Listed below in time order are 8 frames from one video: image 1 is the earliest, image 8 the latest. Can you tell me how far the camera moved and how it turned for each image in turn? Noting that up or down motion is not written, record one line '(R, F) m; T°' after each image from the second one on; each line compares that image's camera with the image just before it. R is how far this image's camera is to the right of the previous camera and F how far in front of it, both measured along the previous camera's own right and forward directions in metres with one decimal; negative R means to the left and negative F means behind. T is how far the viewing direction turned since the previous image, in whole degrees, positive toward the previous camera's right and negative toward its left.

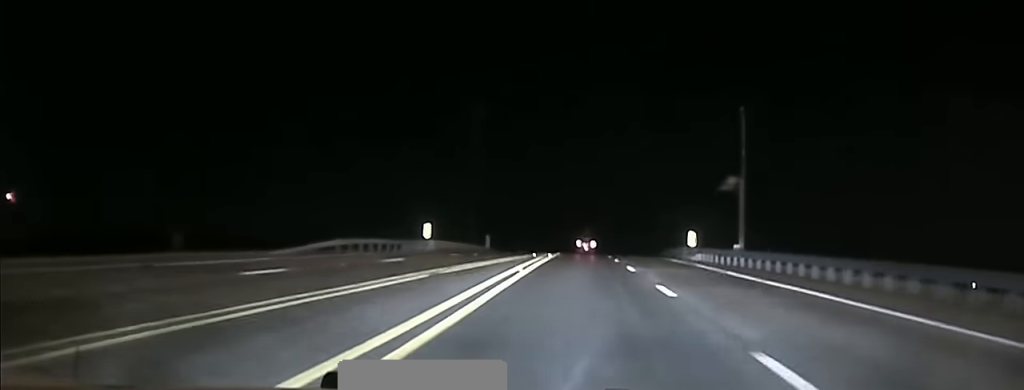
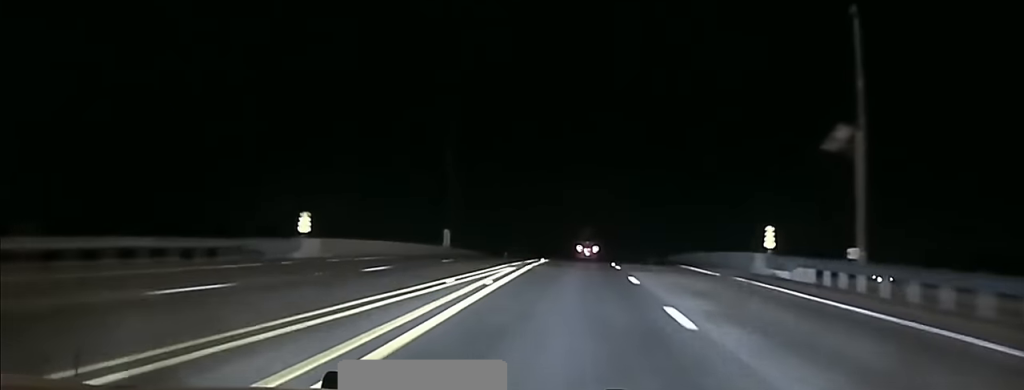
(-0.3, +30.4) m; 0°
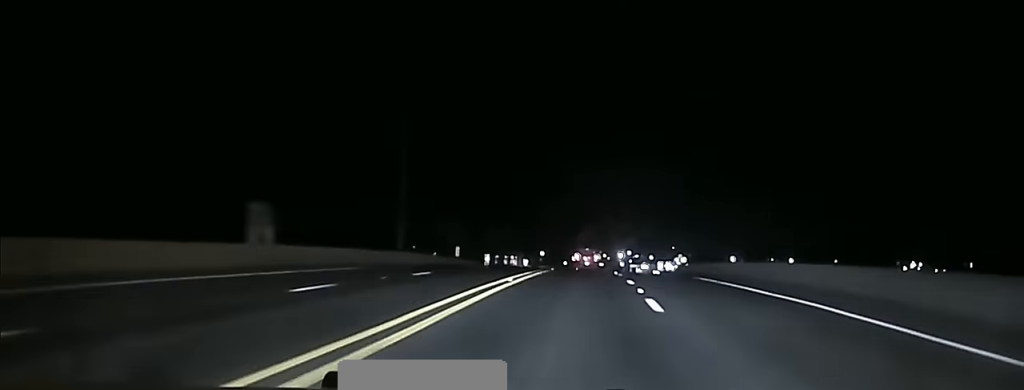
(+0.7, +43.8) m; +1°
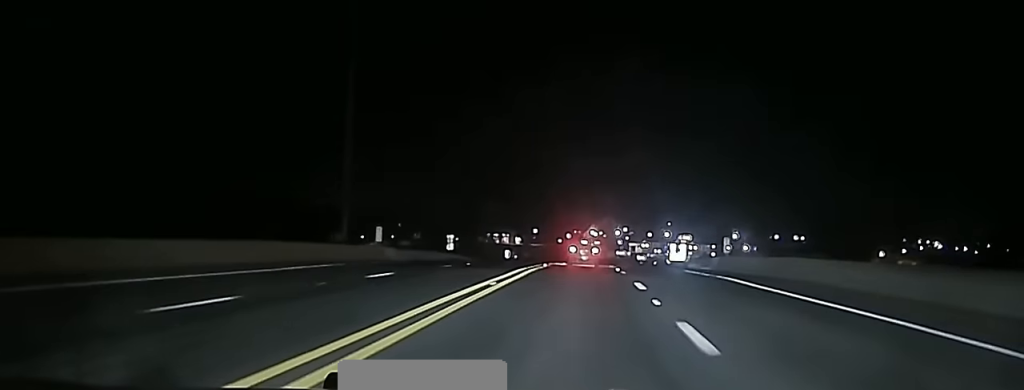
(0.0, +30.5) m; 0°
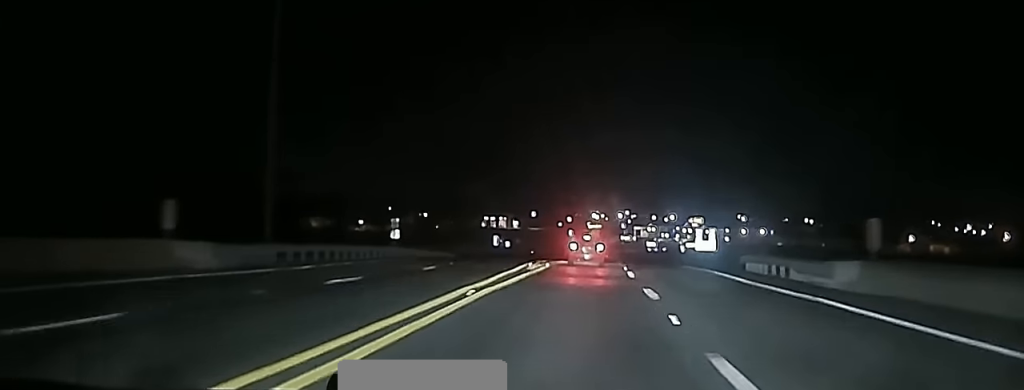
(0.0, +26.3) m; 0°
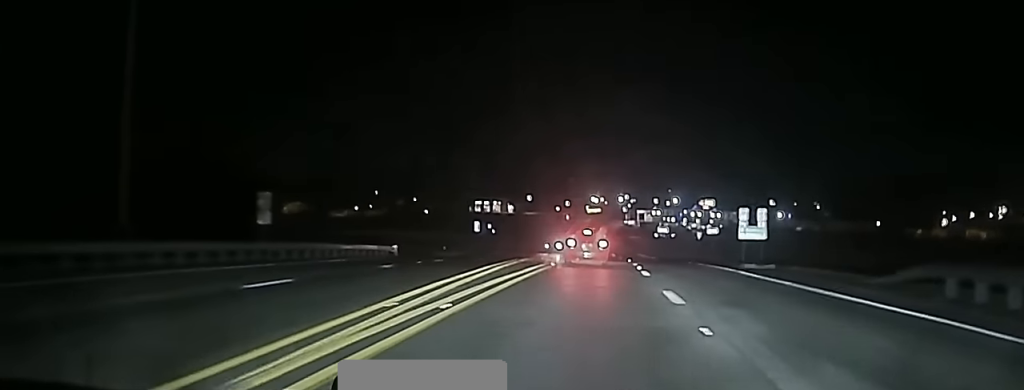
(-0.2, +27.4) m; 0°
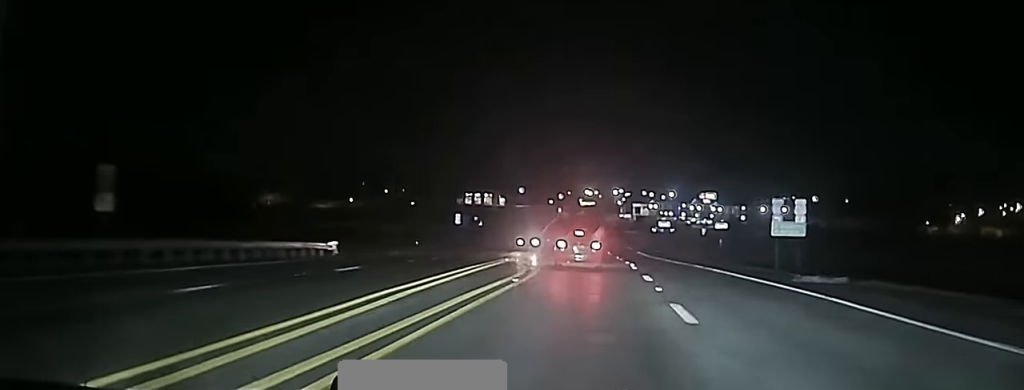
(0.0, +14.0) m; +1°
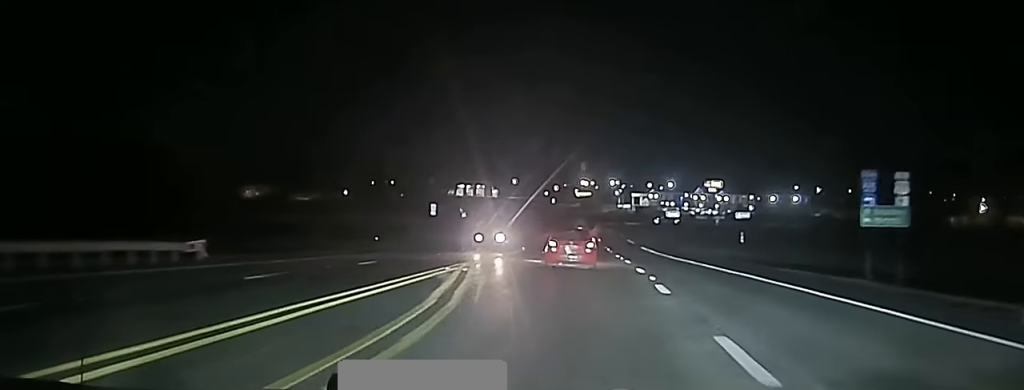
(+0.3, +17.6) m; +1°
